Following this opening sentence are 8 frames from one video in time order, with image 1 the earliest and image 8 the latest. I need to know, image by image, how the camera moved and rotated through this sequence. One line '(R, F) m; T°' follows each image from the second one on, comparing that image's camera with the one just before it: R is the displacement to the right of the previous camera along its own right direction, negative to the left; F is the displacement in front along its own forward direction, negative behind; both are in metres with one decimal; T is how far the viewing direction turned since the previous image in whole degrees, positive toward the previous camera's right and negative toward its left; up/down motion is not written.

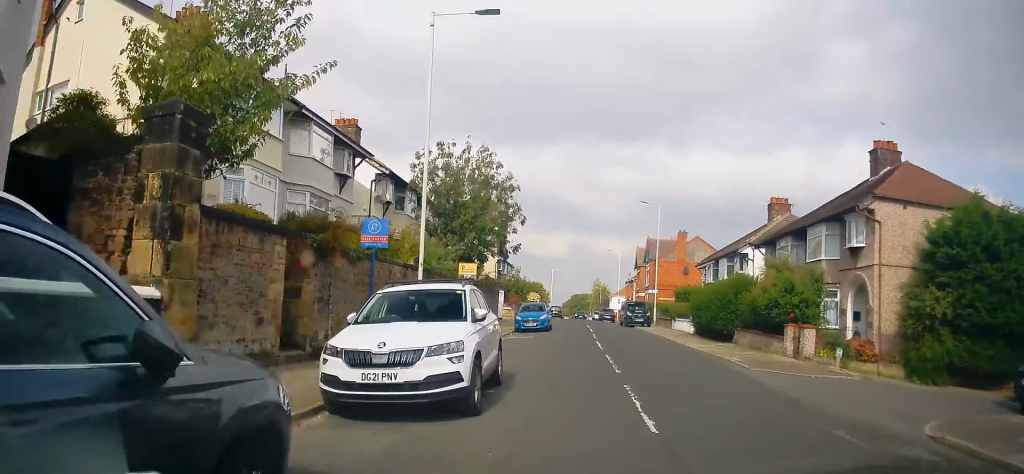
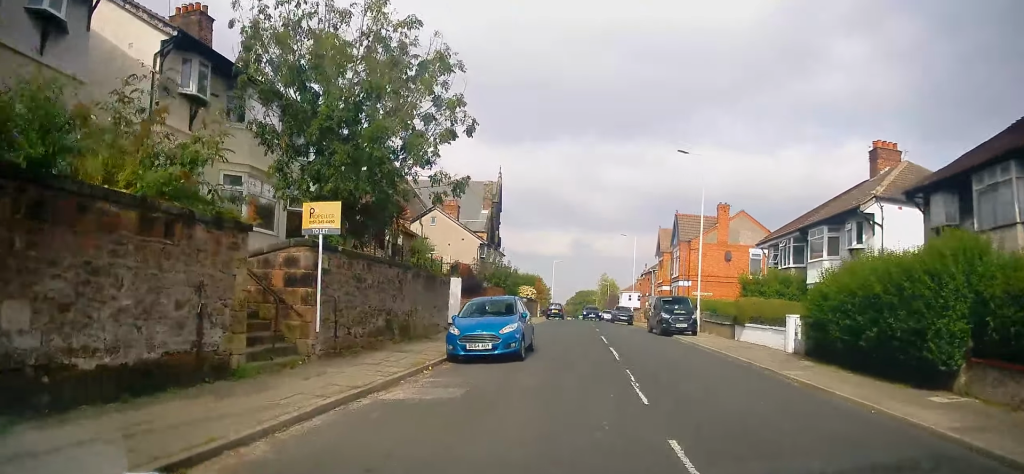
(0.0, +16.5) m; 0°
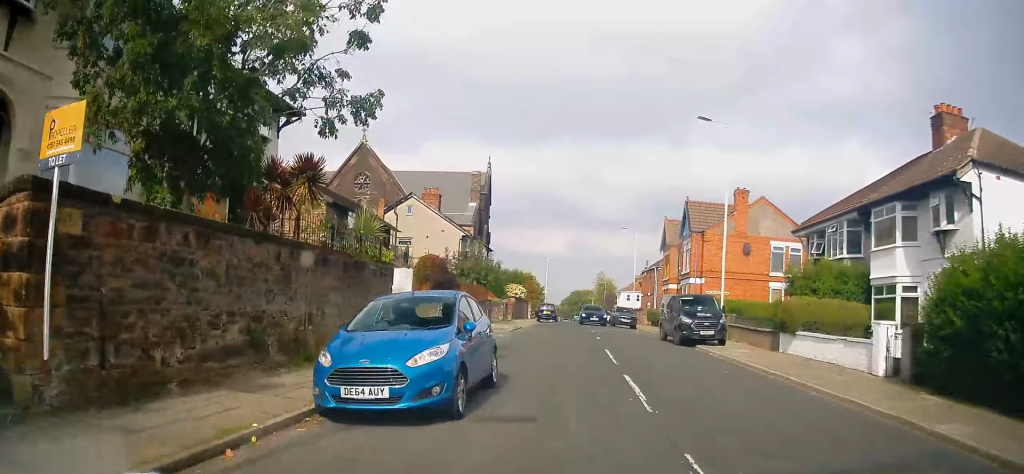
(0.0, +6.7) m; -1°
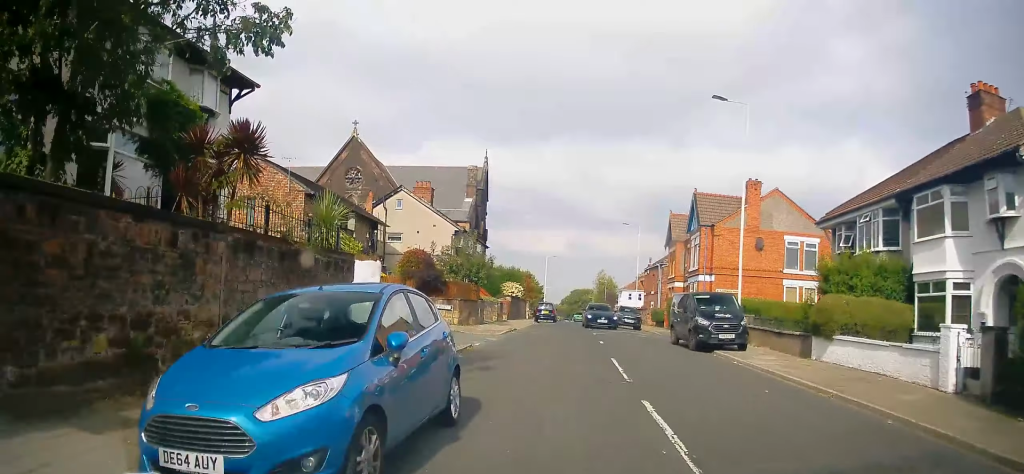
(0.0, +3.0) m; 0°
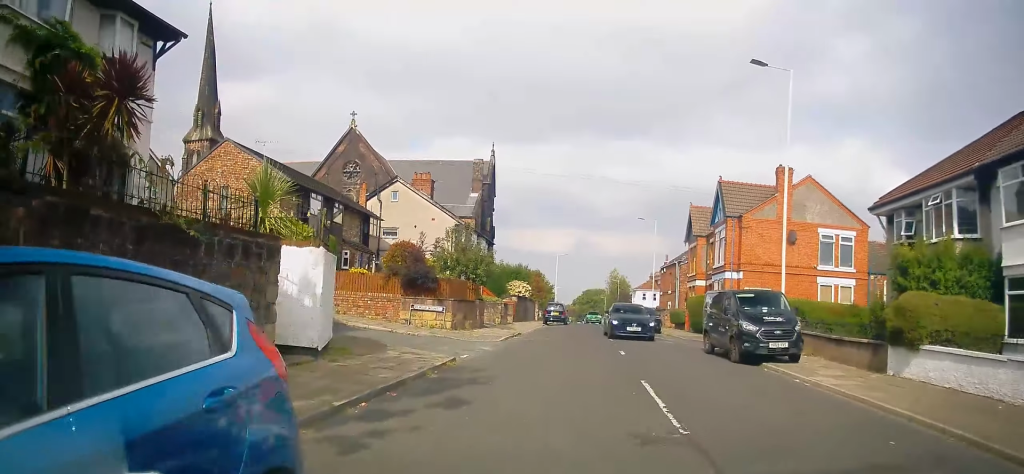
(-0.1, +4.1) m; -1°
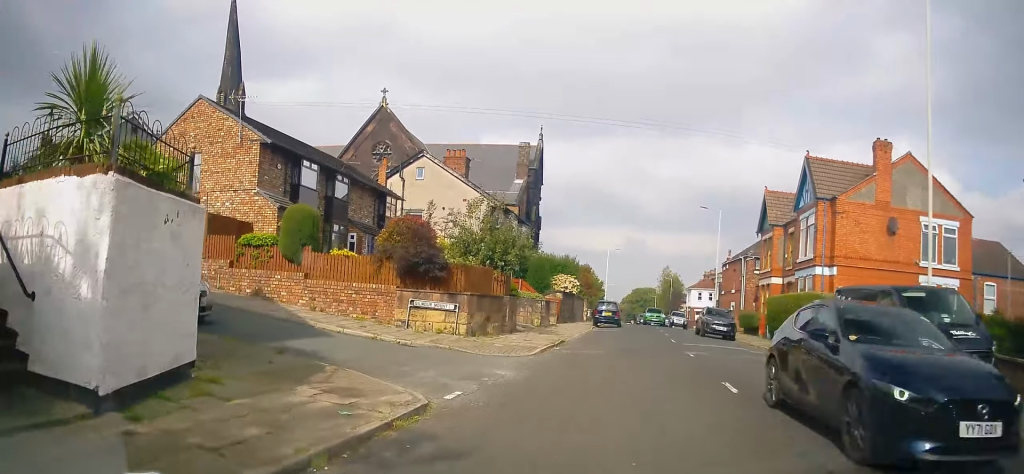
(0.0, +6.8) m; -1°
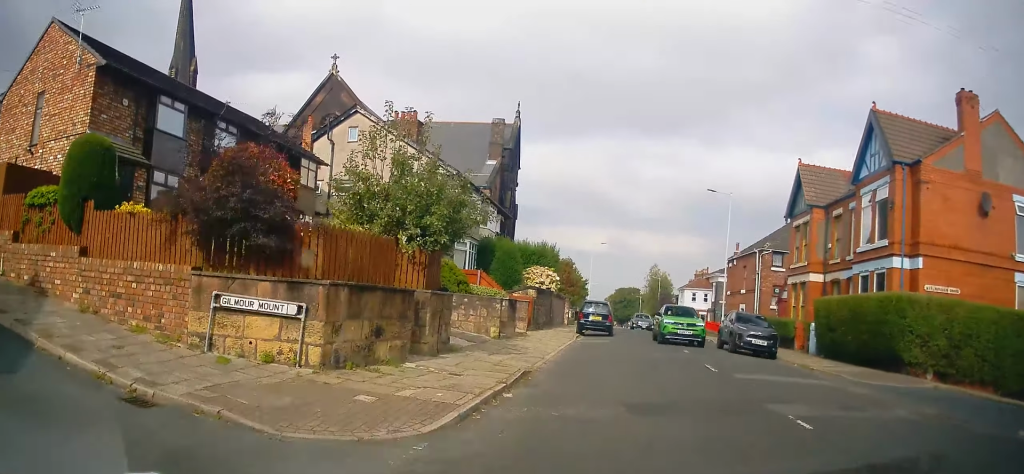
(-0.2, +9.0) m; -1°
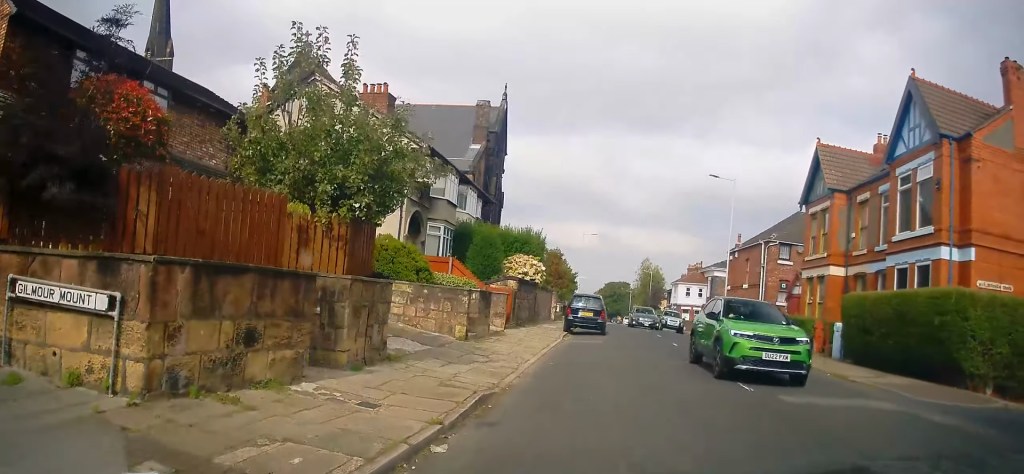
(0.0, +3.8) m; +1°
